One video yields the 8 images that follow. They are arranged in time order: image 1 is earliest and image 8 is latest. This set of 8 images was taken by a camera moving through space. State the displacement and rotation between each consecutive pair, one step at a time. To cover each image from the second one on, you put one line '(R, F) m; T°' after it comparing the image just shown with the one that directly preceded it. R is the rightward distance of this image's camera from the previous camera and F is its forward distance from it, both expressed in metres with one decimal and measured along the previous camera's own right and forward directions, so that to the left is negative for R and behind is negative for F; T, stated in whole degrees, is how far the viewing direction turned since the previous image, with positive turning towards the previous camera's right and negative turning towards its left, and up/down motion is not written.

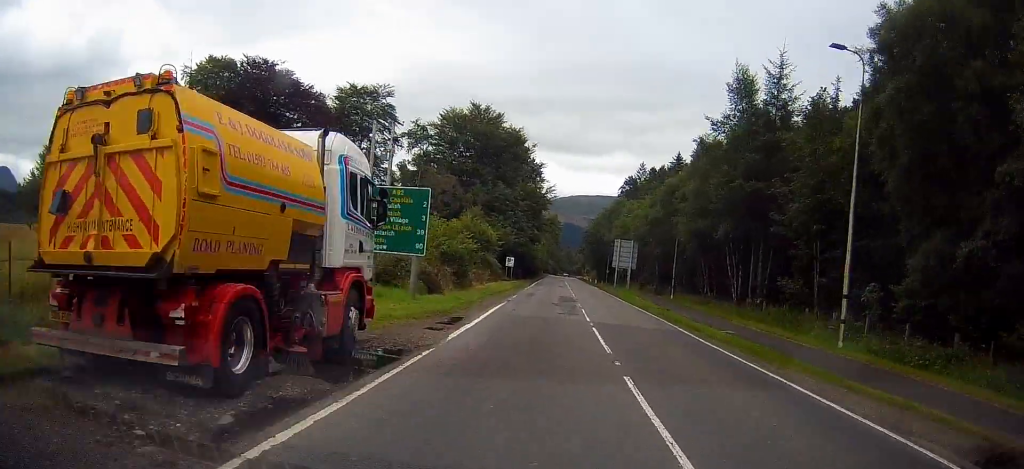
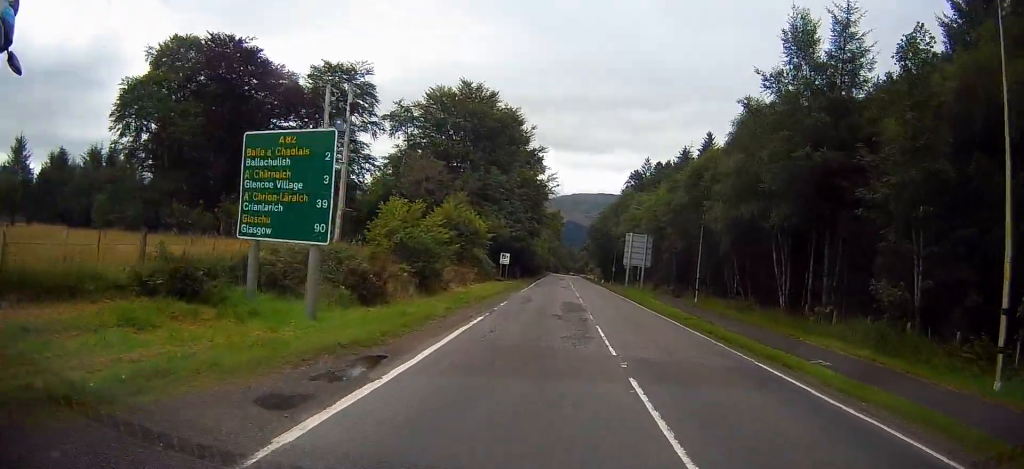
(+0.1, +9.0) m; 0°
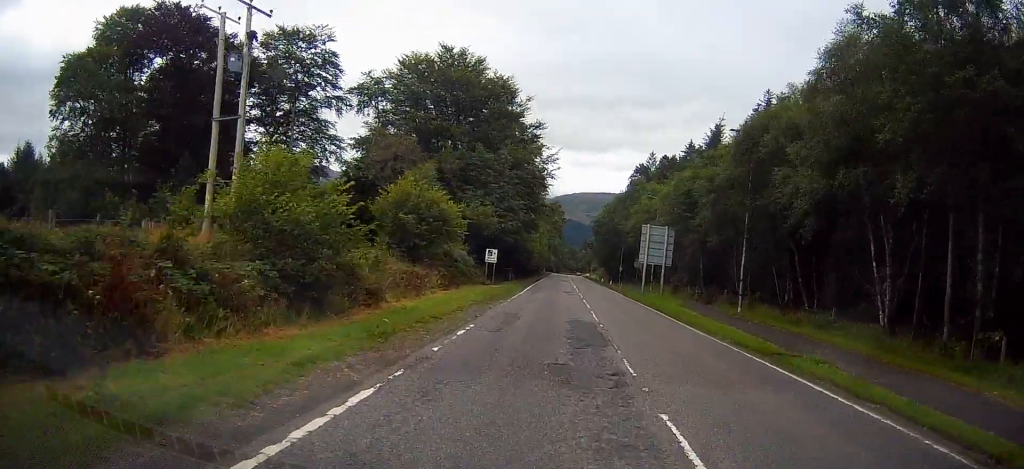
(-0.1, +11.4) m; 0°
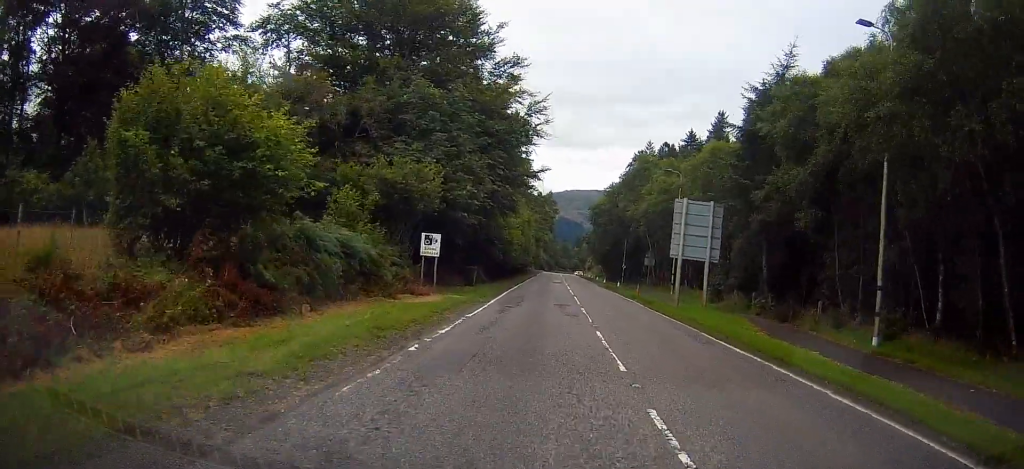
(+0.1, +17.5) m; 0°
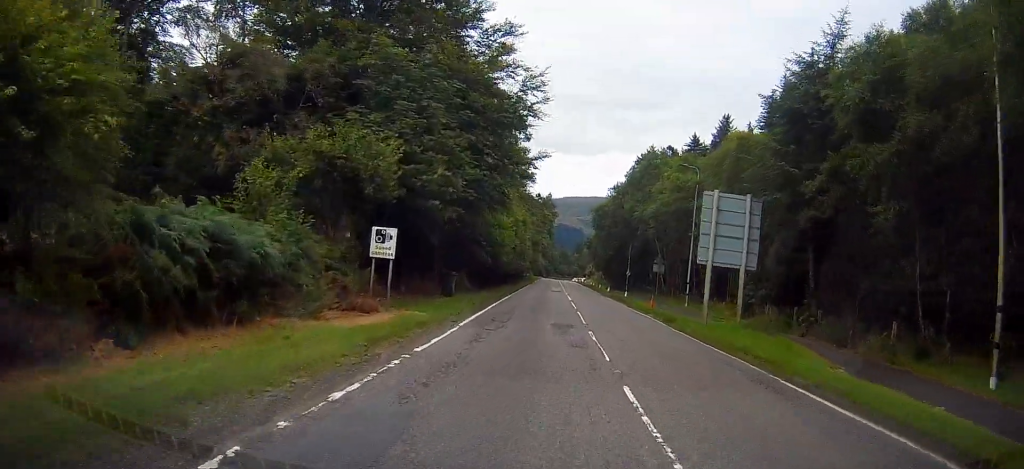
(0.0, +6.7) m; -1°
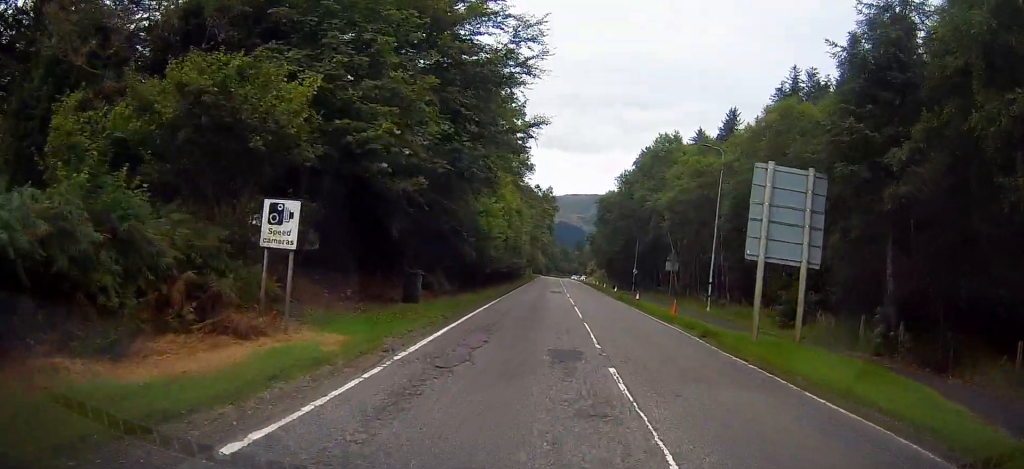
(+0.1, +6.9) m; -1°
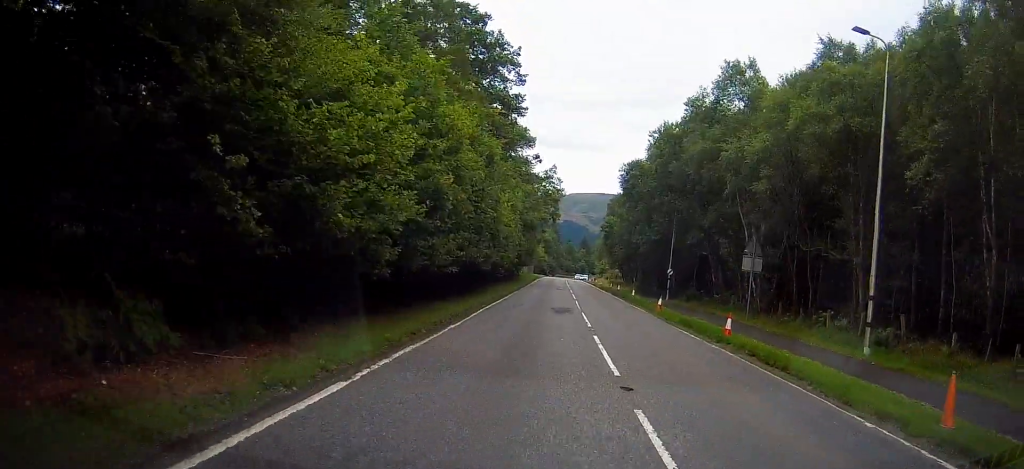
(-0.3, +21.2) m; +1°
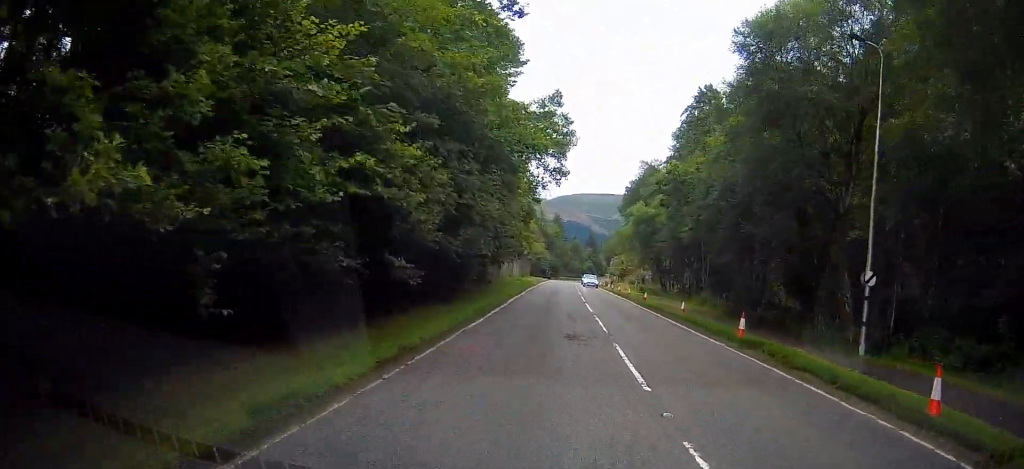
(+0.6, +35.9) m; 0°
